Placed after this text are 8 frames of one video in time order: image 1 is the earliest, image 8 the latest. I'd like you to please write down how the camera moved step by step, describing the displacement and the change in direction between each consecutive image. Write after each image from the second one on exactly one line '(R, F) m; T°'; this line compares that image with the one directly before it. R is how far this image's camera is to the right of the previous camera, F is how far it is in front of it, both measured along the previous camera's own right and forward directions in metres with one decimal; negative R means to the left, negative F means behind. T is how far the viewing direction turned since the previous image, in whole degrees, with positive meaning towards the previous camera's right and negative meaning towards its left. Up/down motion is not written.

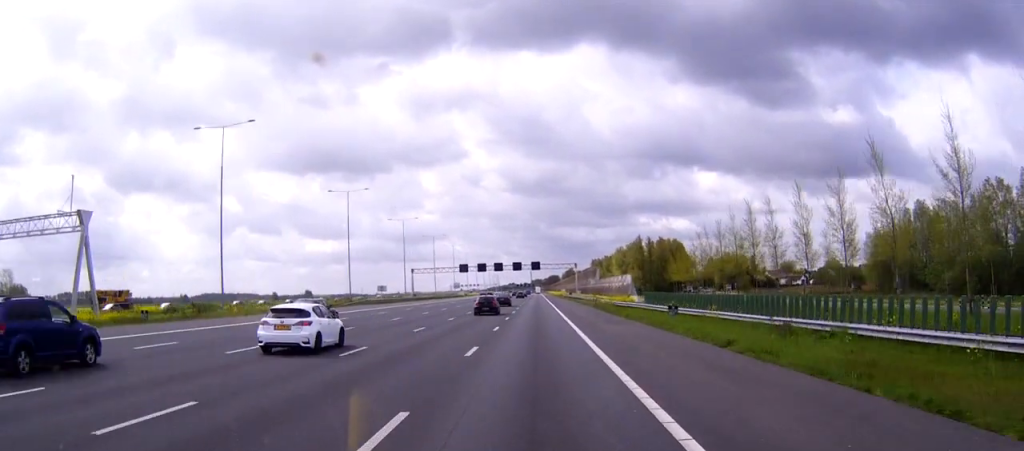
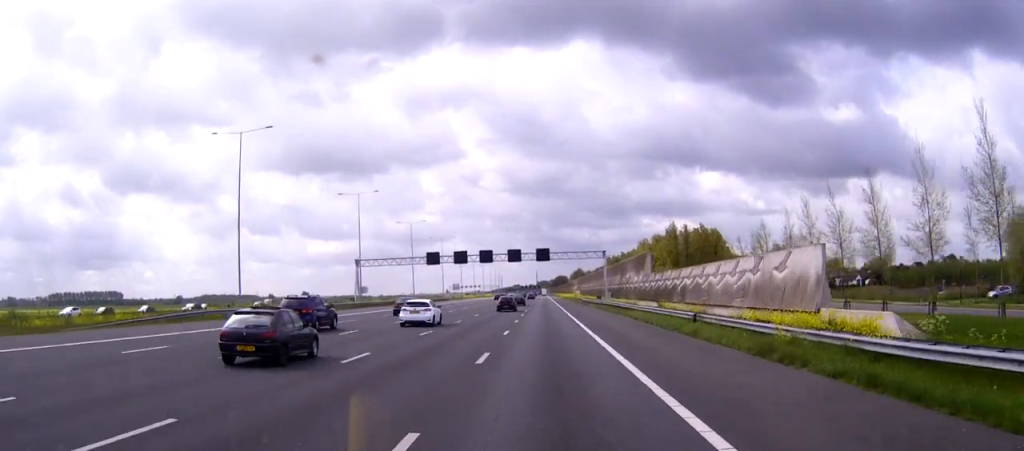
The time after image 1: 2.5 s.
(-0.2, +50.9) m; 0°
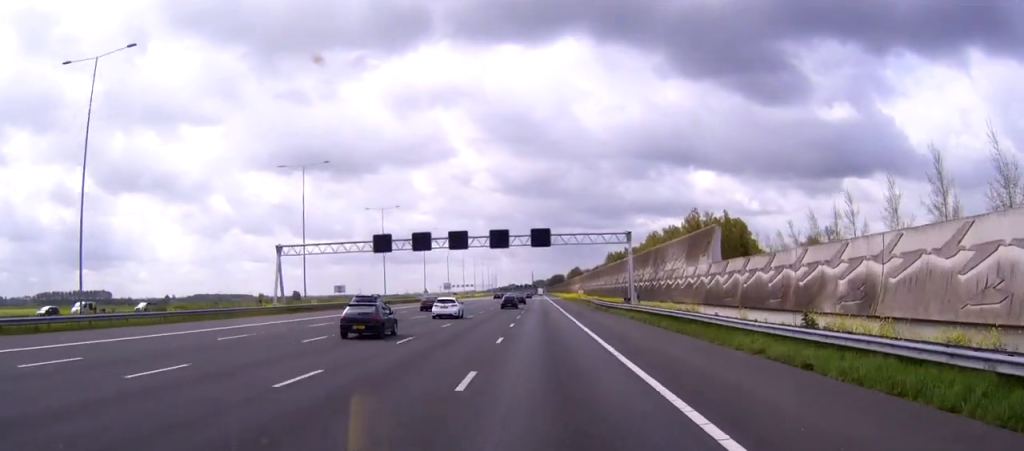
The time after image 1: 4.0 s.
(+0.1, +29.9) m; +1°
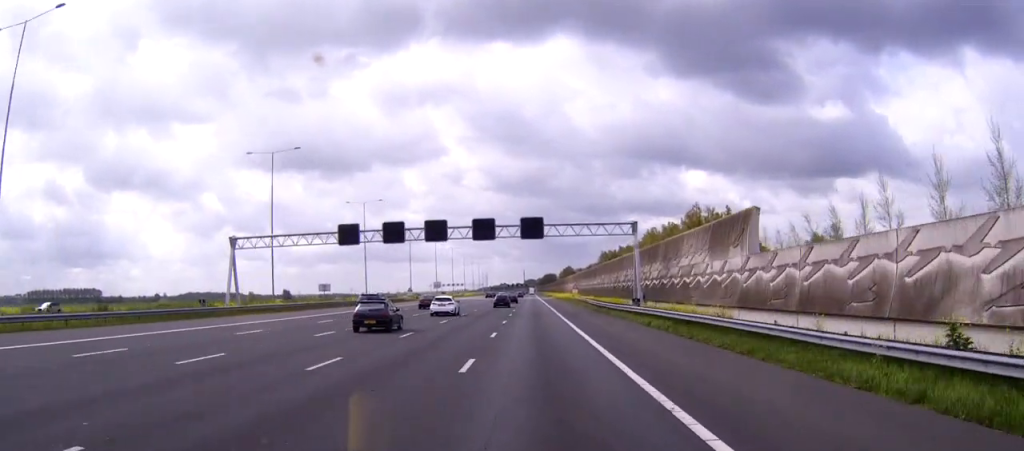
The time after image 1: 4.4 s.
(0.0, +9.5) m; 0°
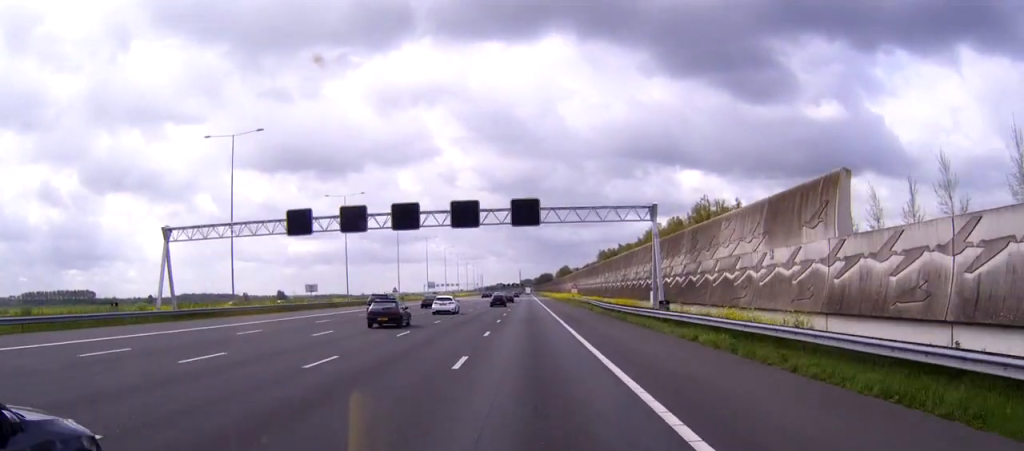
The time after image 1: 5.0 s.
(+0.1, +11.6) m; 0°
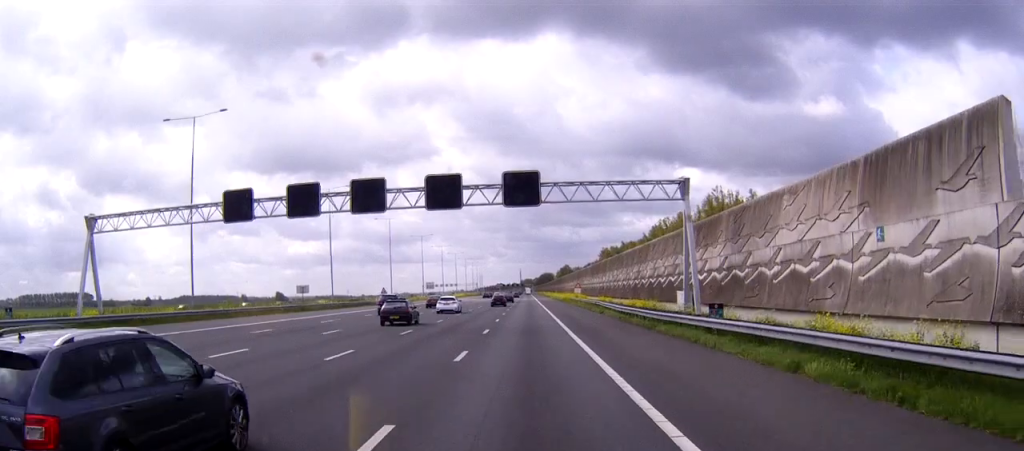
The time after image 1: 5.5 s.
(0.0, +10.2) m; 0°
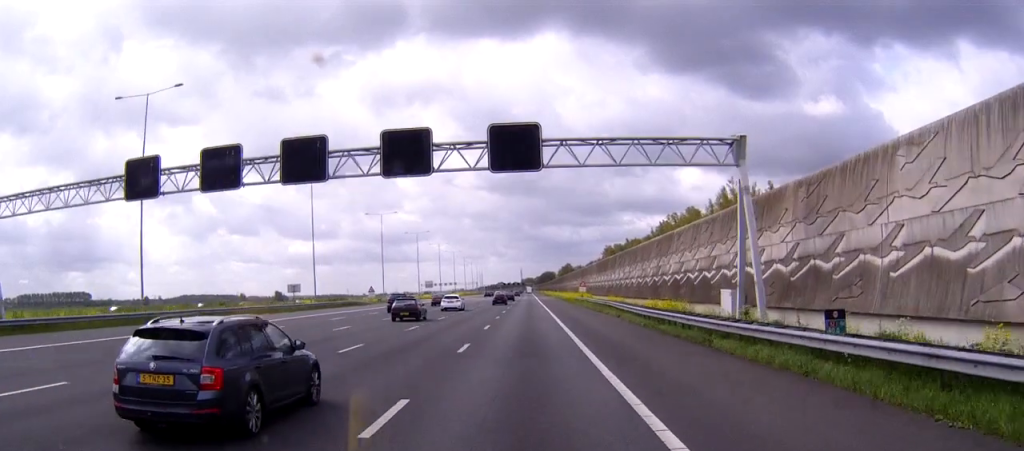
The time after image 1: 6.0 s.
(0.0, +10.2) m; 0°
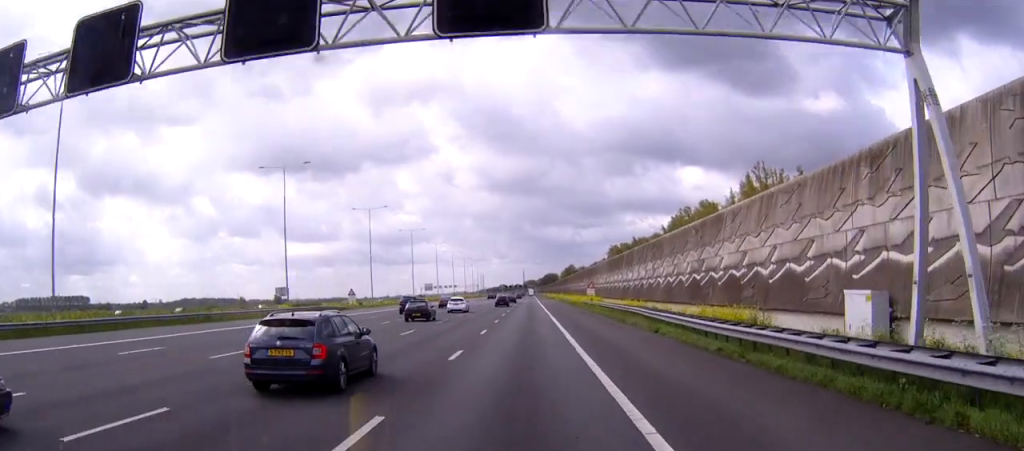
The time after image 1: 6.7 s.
(0.0, +13.7) m; 0°
